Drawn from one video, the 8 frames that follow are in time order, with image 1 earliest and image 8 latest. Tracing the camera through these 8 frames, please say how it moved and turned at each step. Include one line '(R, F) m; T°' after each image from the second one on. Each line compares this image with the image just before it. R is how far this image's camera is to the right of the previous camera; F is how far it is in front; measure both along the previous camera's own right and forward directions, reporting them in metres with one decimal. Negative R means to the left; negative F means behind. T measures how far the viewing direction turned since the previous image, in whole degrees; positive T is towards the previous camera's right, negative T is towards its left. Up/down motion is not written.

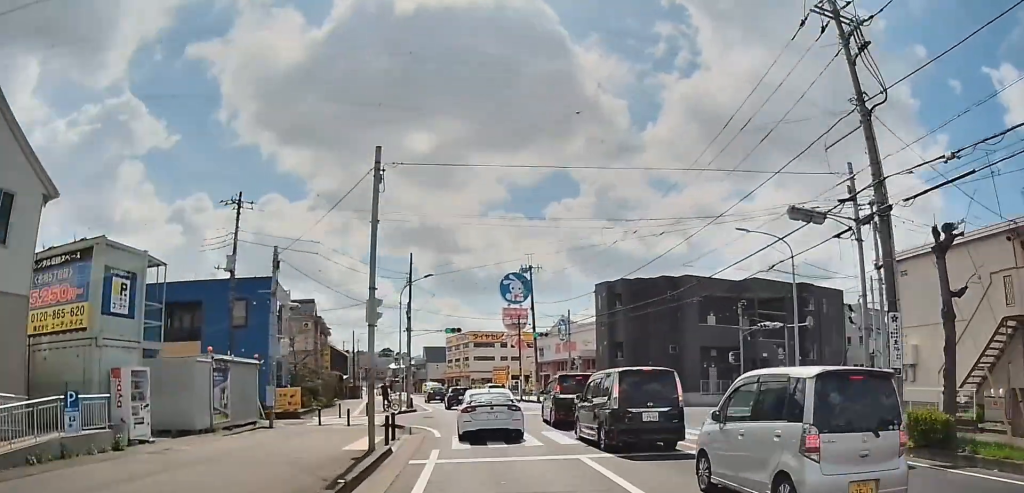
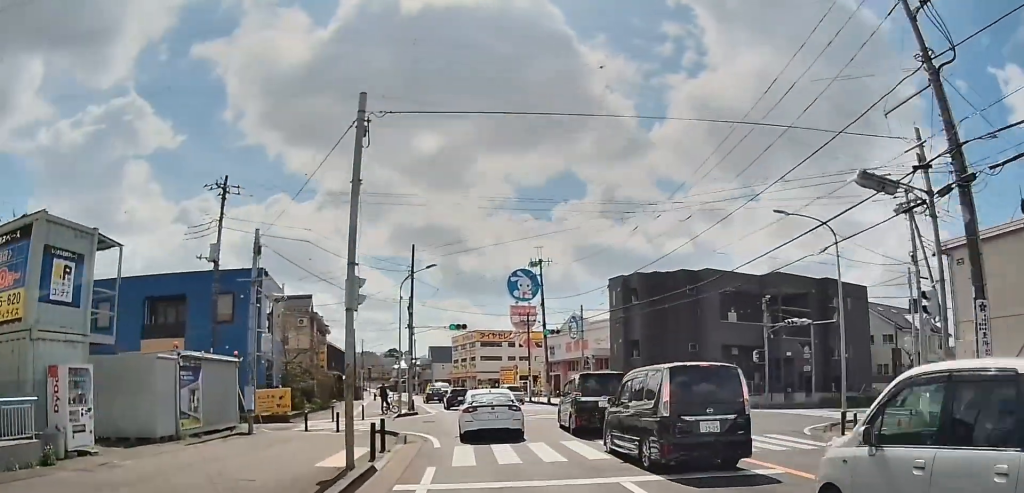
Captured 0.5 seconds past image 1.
(0.0, +2.4) m; 0°
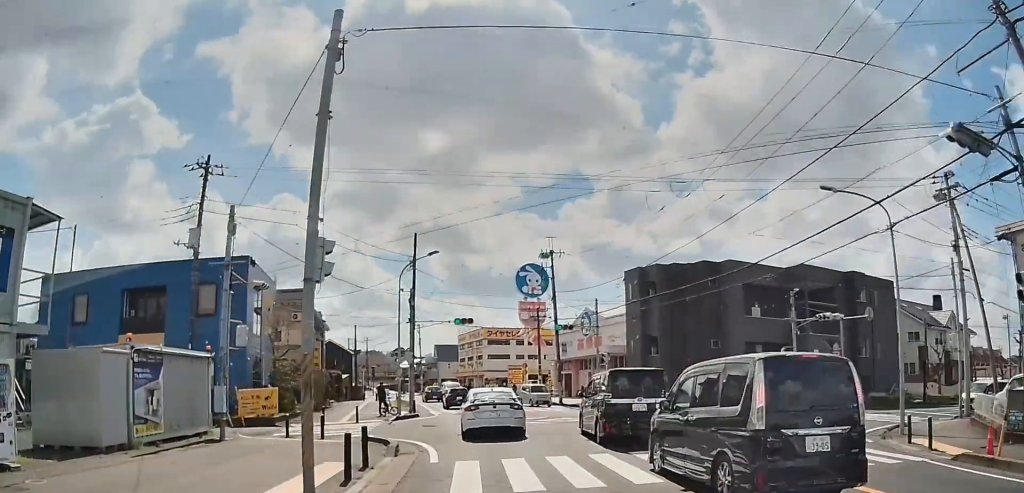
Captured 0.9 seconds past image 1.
(0.0, +2.4) m; 0°
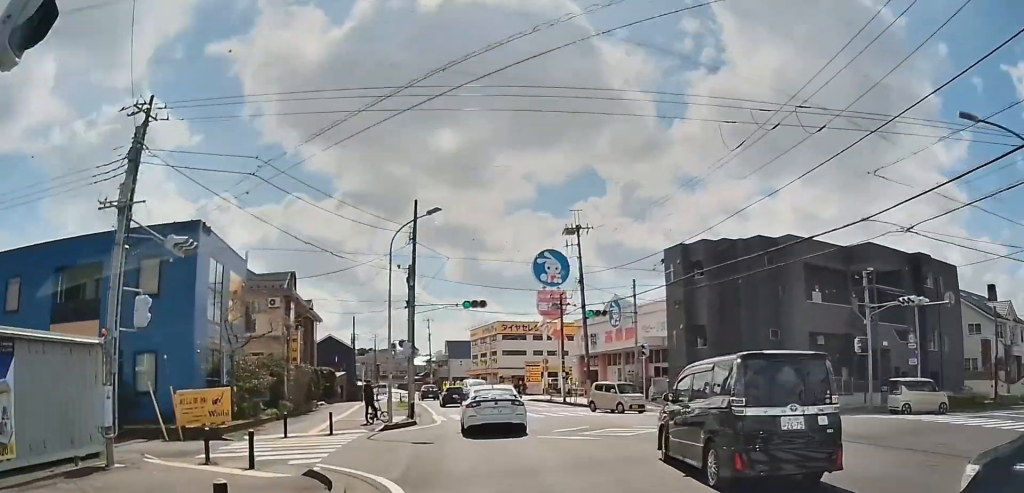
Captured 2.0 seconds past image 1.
(+0.1, +5.5) m; +1°
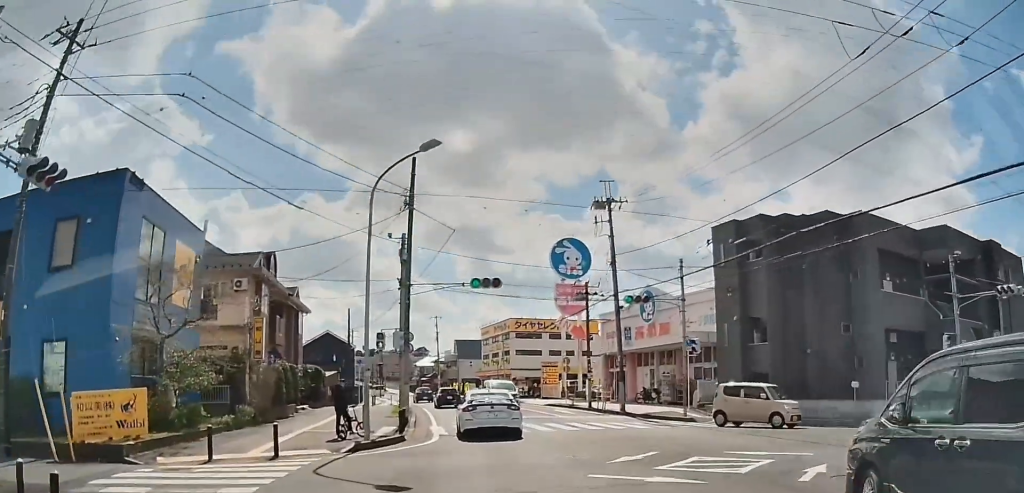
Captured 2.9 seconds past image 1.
(0.0, +4.7) m; +1°
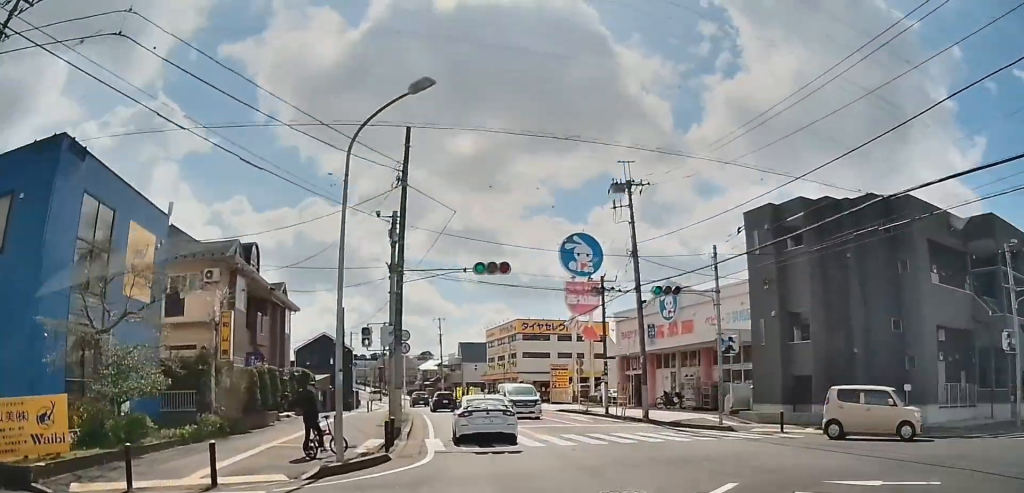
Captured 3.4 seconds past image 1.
(0.0, +2.6) m; +1°
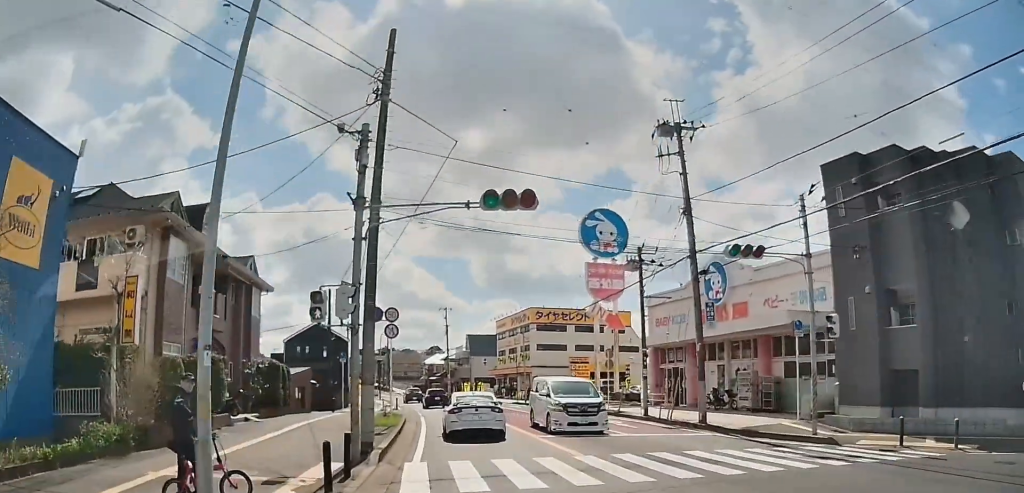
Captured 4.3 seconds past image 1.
(+0.1, +4.9) m; +1°
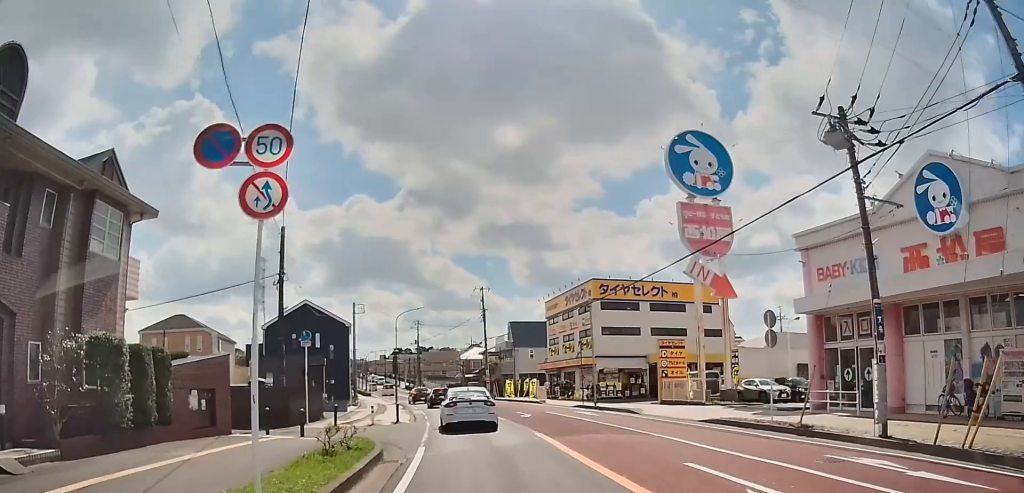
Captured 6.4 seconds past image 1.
(+0.1, +12.1) m; +1°
